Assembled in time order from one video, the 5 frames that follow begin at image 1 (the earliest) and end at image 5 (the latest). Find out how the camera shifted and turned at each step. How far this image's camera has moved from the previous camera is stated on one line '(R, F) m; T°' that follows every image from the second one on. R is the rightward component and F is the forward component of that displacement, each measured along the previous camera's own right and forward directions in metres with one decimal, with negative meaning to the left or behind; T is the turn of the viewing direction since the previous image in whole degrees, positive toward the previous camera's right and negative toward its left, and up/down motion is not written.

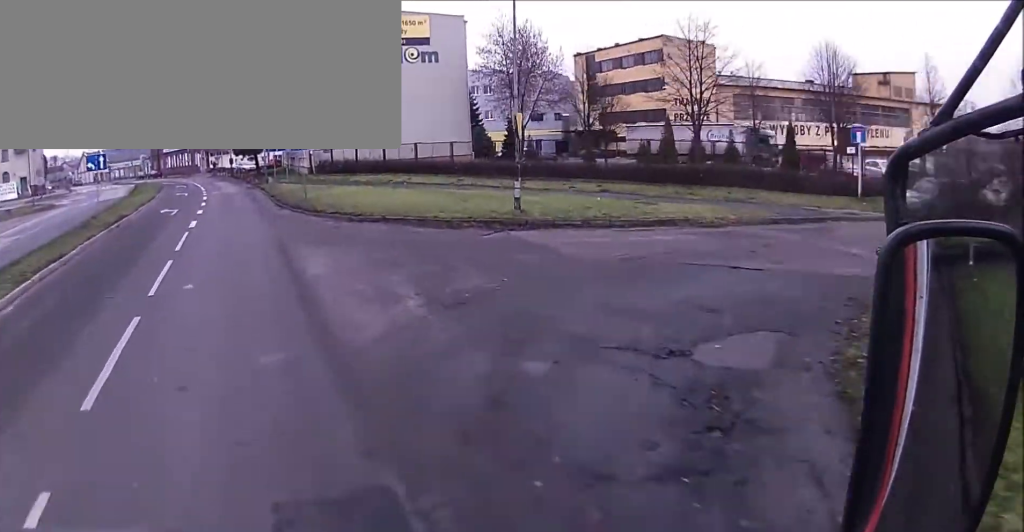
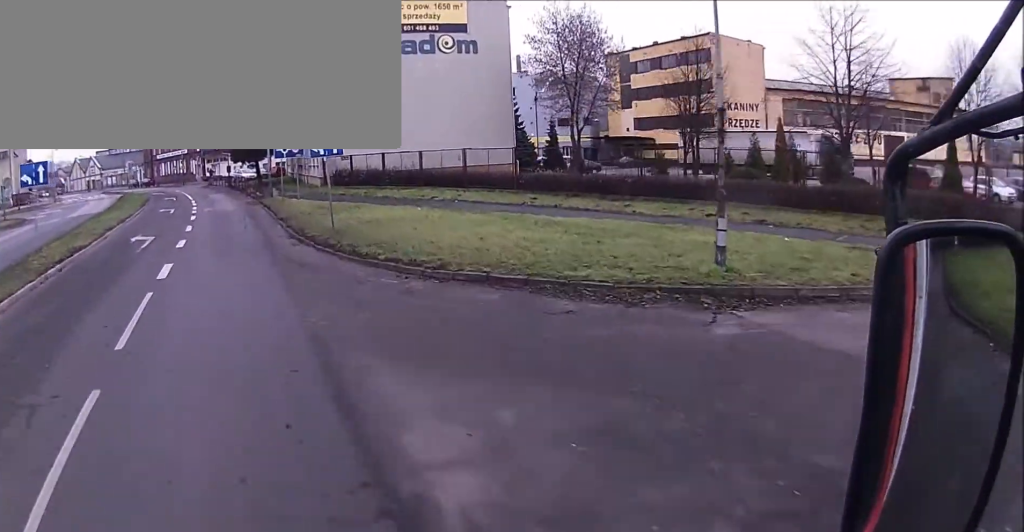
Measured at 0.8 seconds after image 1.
(+0.4, +9.2) m; +1°
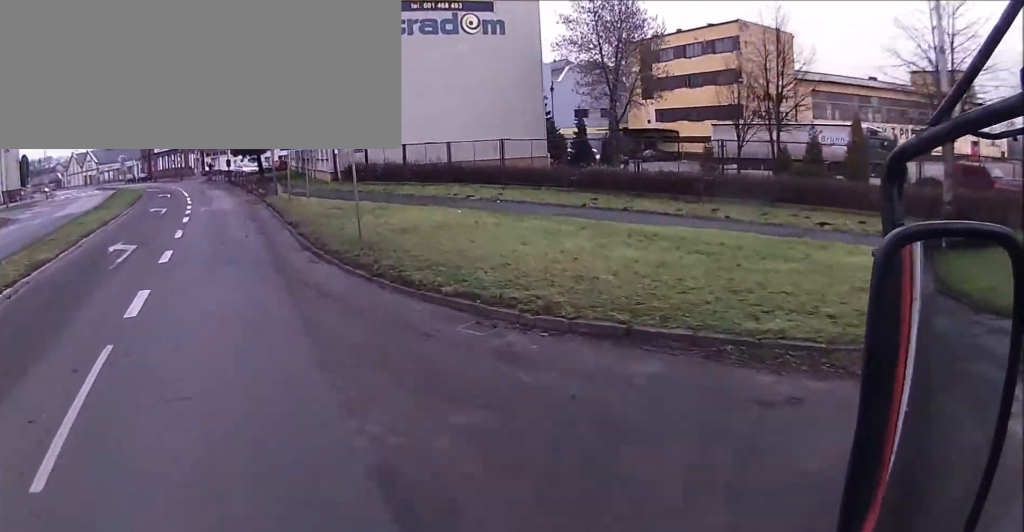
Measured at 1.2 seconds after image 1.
(+0.1, +4.7) m; 0°
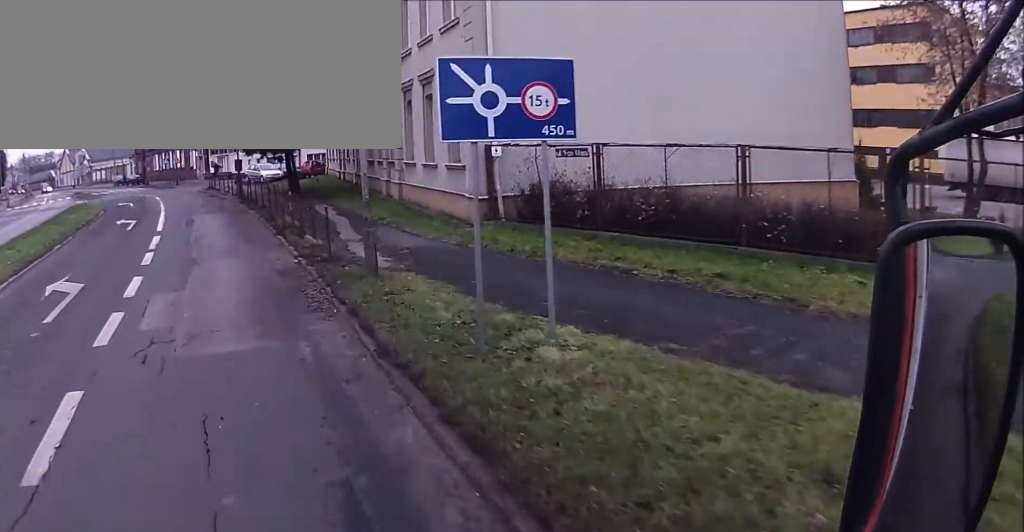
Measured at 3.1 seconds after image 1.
(+0.3, +23.7) m; -3°
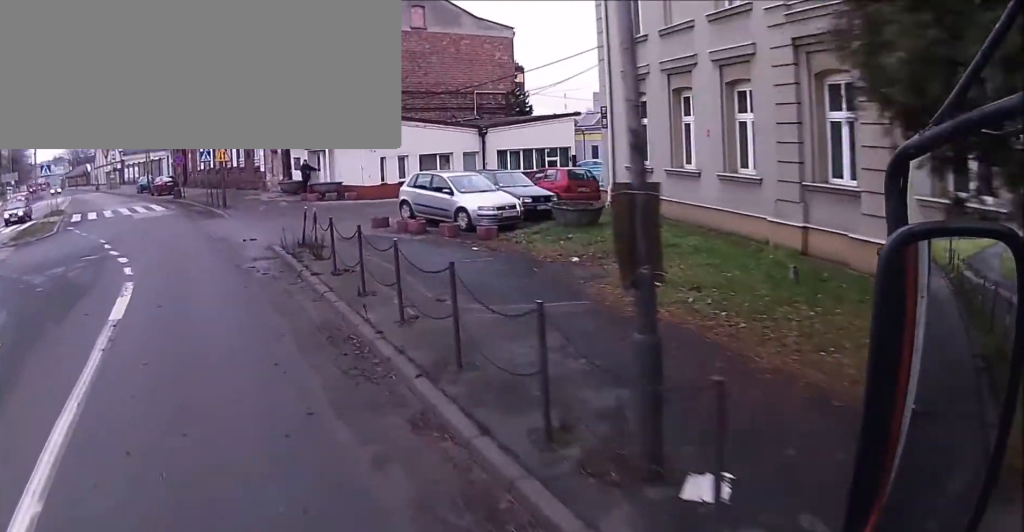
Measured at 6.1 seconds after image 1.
(-0.9, +37.3) m; -2°
